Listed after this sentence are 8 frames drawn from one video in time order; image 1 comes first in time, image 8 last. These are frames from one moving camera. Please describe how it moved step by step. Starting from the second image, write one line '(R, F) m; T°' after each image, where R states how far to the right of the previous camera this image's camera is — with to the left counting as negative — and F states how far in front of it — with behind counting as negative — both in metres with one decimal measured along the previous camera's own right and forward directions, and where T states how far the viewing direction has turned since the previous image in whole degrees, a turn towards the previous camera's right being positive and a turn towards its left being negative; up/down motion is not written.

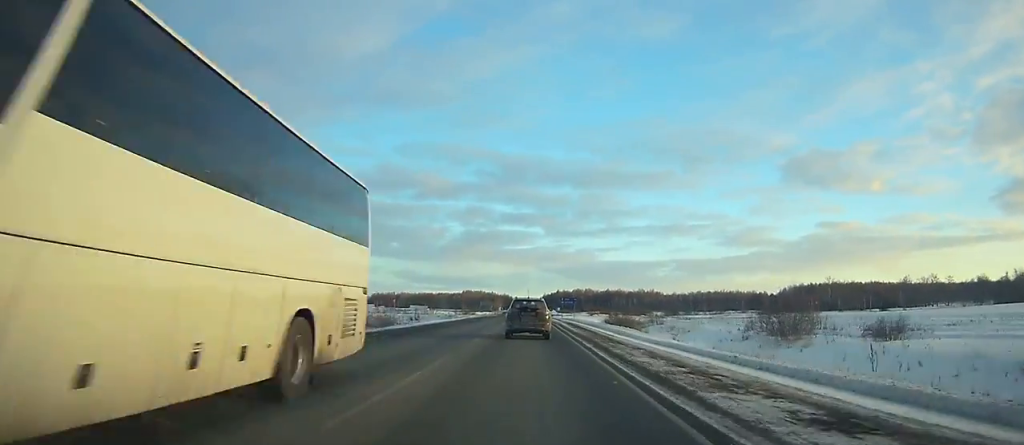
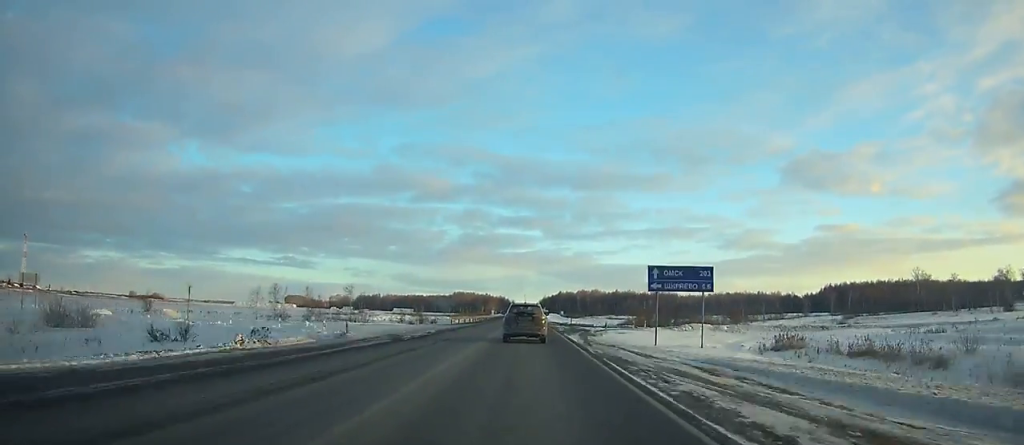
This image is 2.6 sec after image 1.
(-0.1, +71.8) m; 0°
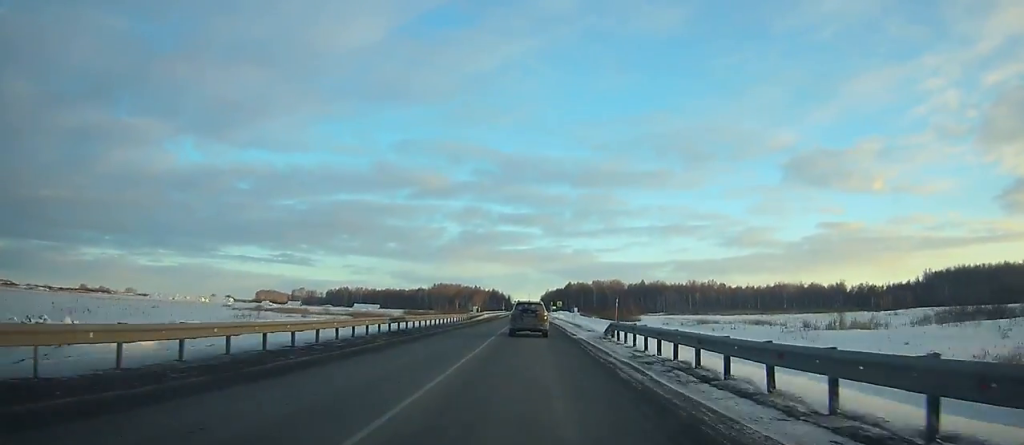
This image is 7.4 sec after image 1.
(0.0, +130.3) m; 0°
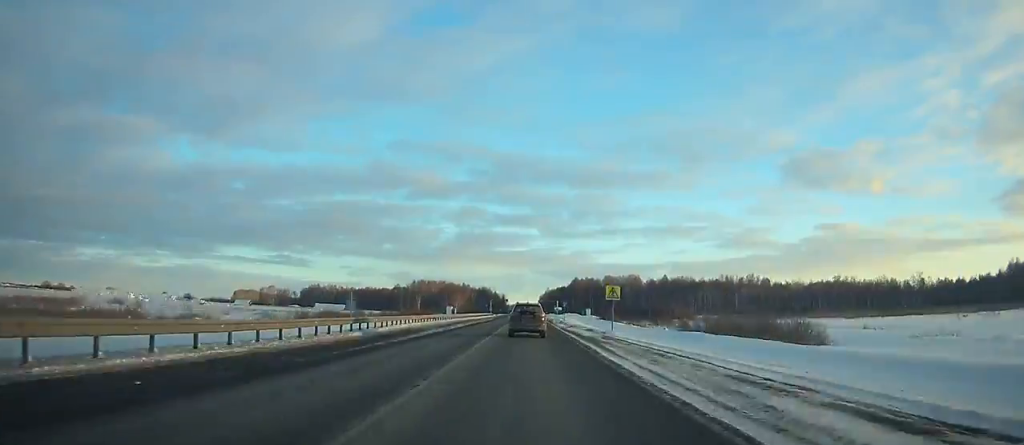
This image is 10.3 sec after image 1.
(0.0, +78.0) m; 0°
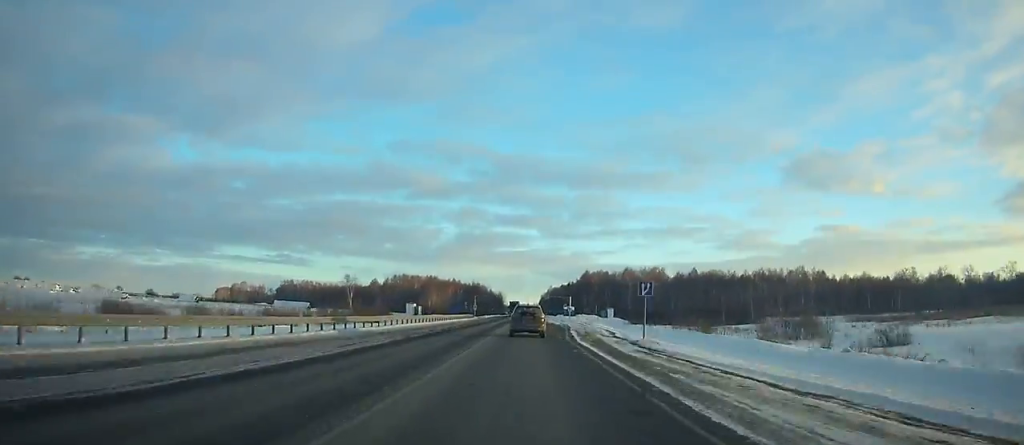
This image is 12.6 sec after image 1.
(0.0, +61.9) m; 0°
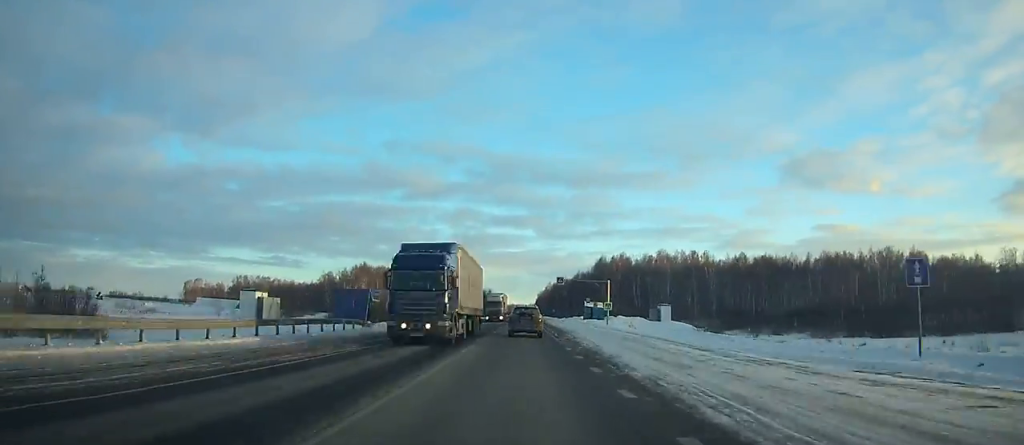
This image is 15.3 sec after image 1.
(+0.1, +72.8) m; 0°
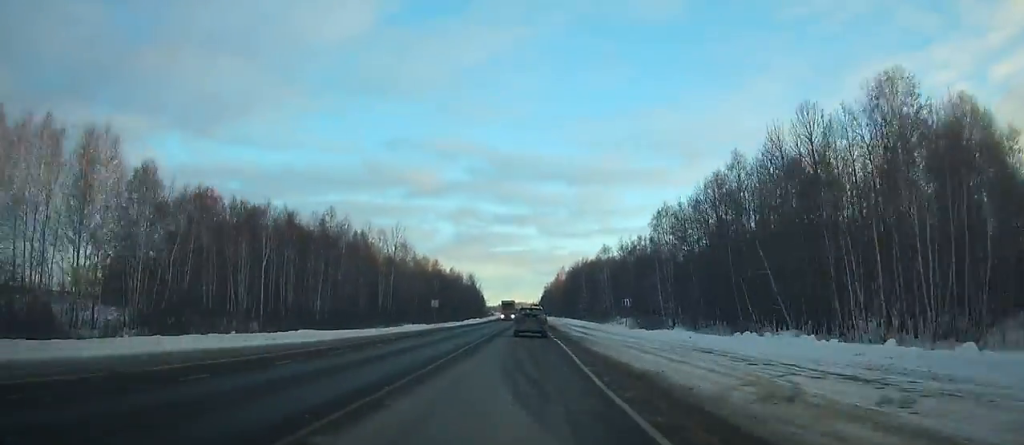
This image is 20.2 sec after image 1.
(0.0, +133.3) m; 0°
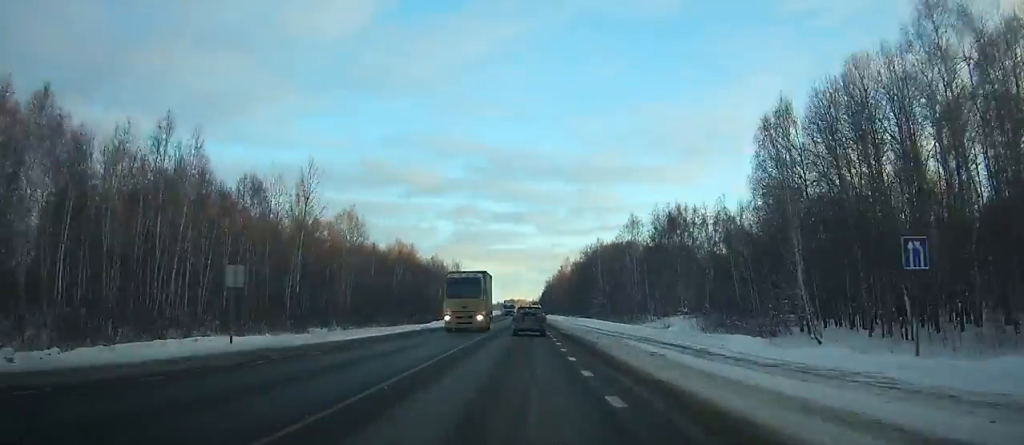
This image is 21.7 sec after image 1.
(+0.1, +41.2) m; 0°
